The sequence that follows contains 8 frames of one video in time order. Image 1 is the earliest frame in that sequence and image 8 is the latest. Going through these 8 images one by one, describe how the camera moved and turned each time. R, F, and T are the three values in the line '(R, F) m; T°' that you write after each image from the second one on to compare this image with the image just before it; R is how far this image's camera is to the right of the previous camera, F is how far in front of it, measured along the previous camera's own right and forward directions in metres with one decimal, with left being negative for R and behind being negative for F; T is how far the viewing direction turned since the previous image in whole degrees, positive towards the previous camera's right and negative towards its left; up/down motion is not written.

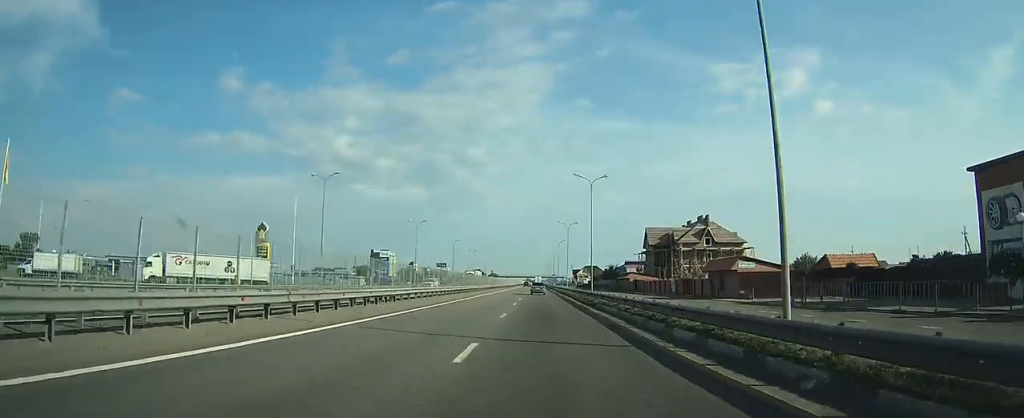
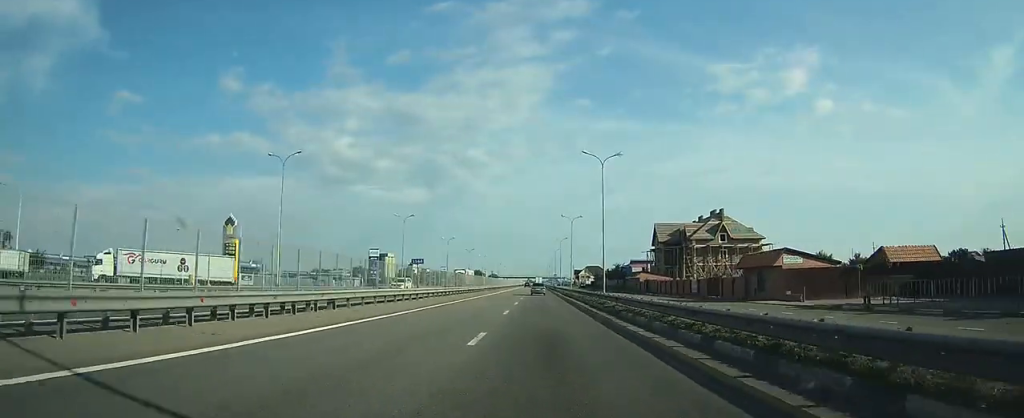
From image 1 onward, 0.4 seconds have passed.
(0.0, +9.6) m; 0°
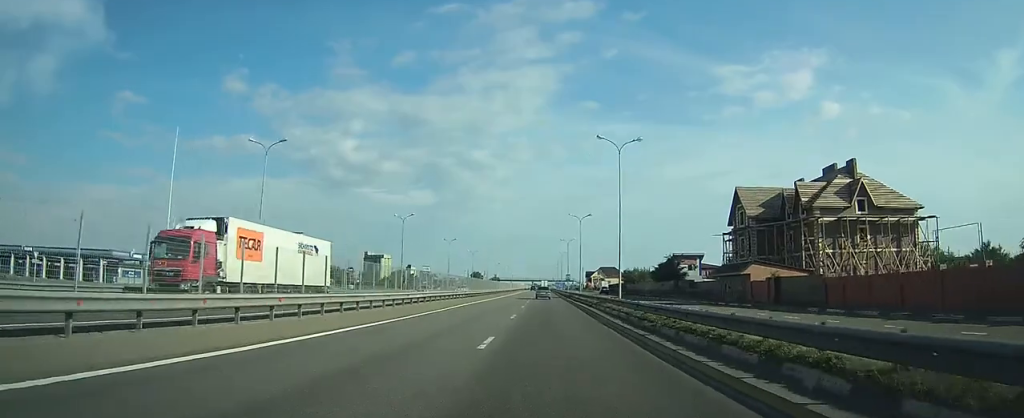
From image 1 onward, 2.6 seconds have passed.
(-0.2, +47.9) m; -1°
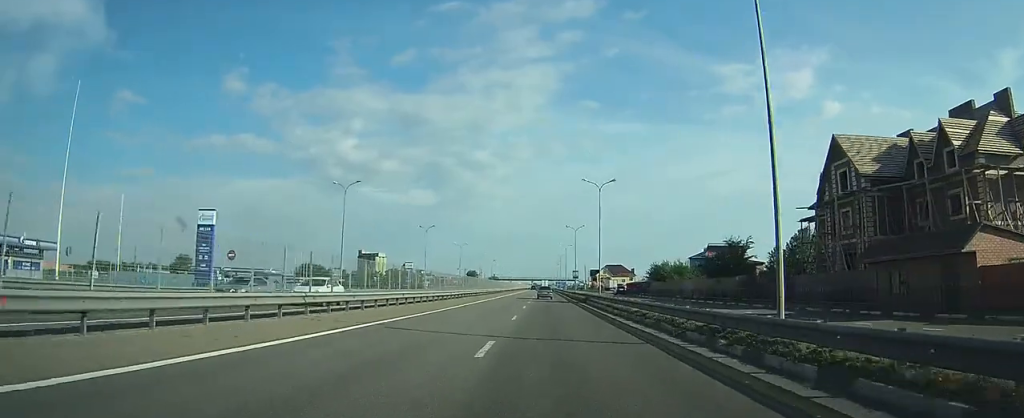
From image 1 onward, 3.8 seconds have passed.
(-0.1, +25.8) m; 0°
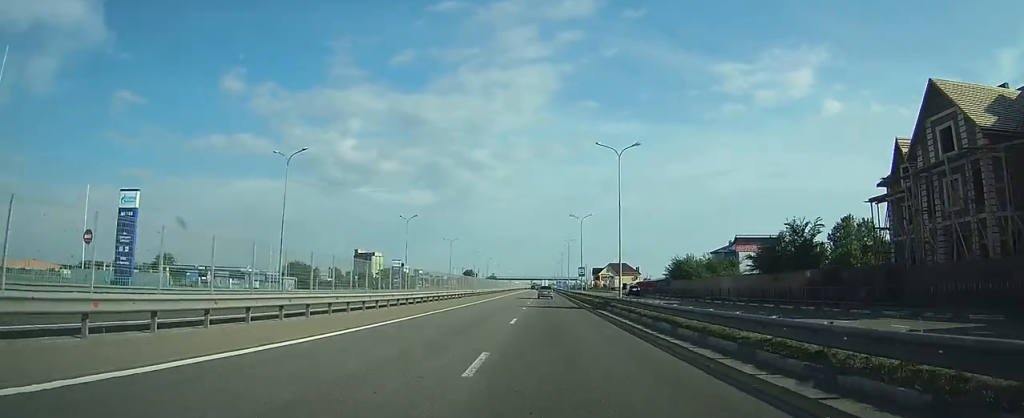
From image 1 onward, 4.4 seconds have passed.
(+0.1, +14.0) m; 0°
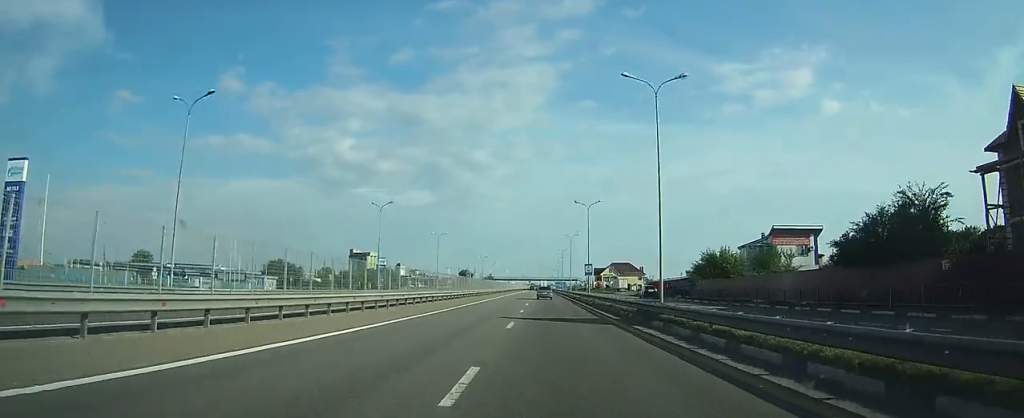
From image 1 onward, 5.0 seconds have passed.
(0.0, +14.0) m; 0°
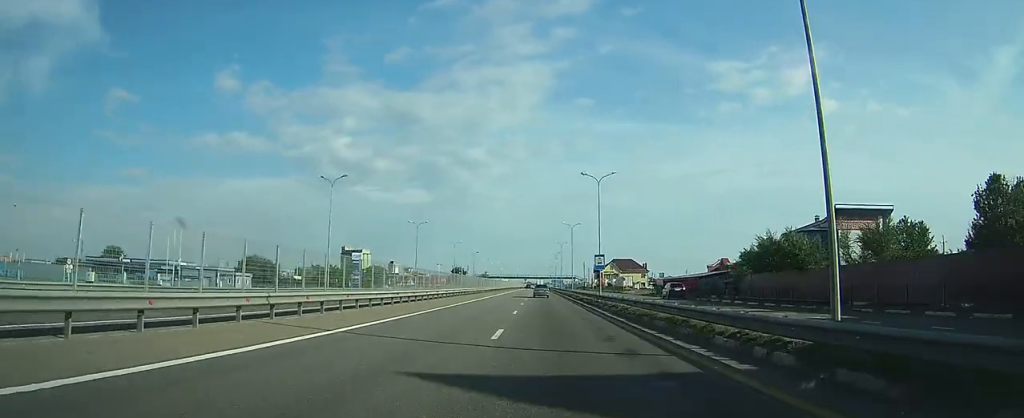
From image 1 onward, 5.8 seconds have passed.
(0.0, +16.3) m; 0°
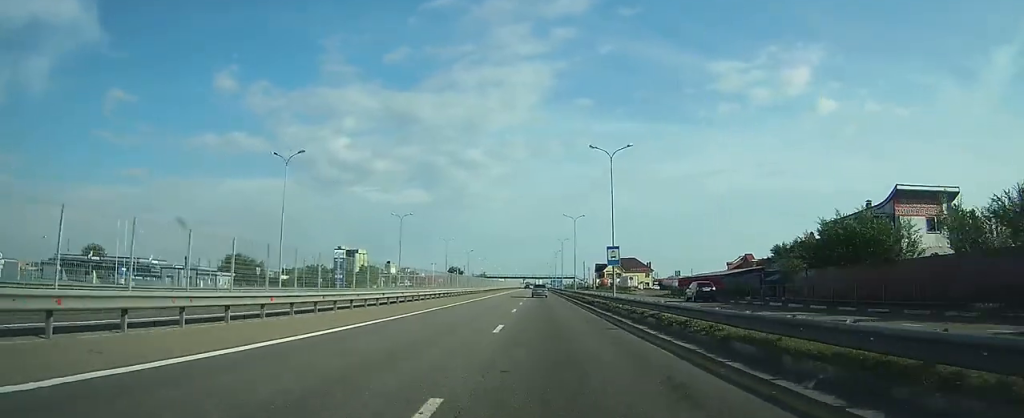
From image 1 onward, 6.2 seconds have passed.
(0.0, +10.4) m; 0°
